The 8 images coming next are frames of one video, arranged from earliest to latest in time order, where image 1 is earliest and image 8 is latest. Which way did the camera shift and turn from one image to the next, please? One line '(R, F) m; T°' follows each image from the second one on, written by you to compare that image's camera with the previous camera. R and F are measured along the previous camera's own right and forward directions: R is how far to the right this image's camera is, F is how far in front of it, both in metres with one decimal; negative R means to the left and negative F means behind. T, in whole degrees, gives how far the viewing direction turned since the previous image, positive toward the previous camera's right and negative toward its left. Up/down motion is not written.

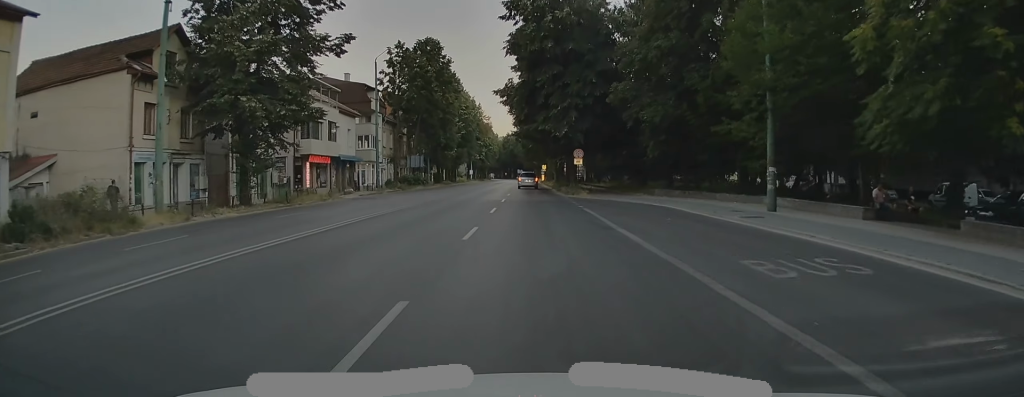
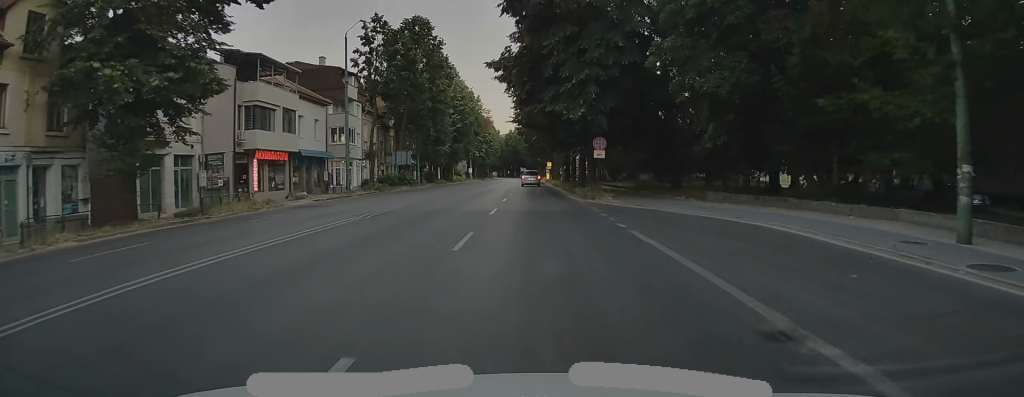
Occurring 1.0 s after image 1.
(0.0, +10.7) m; 0°
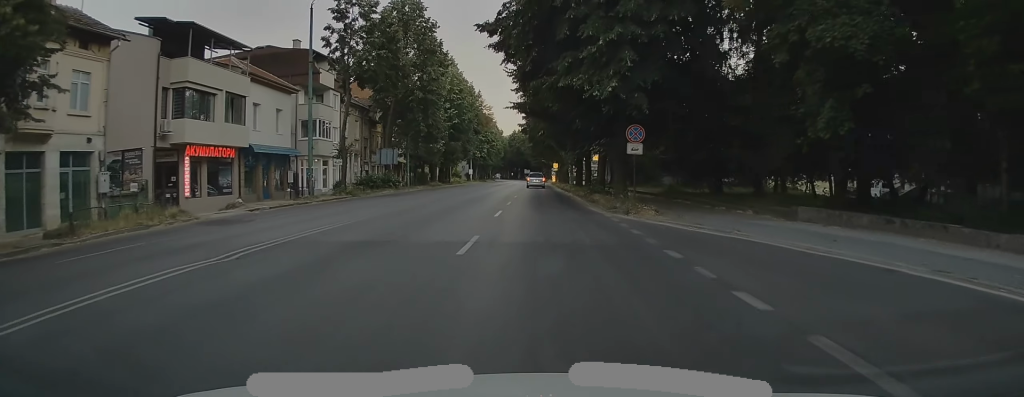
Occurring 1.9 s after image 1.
(0.0, +9.3) m; 0°
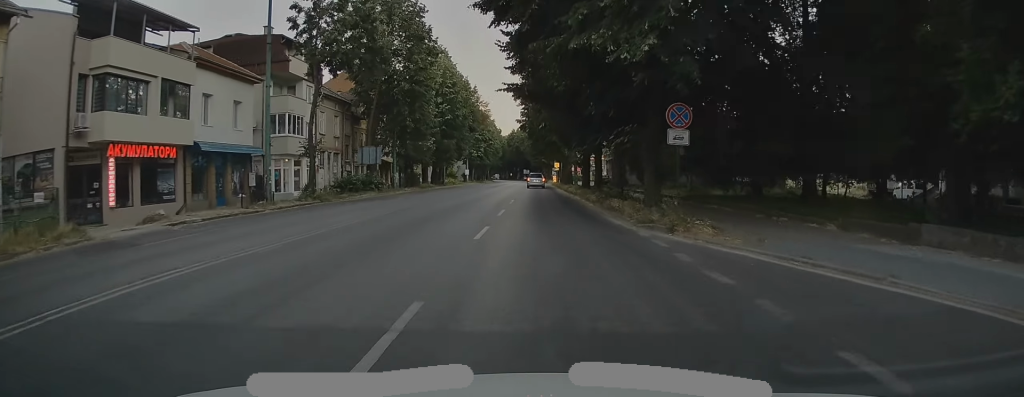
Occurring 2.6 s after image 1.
(0.0, +6.4) m; 0°
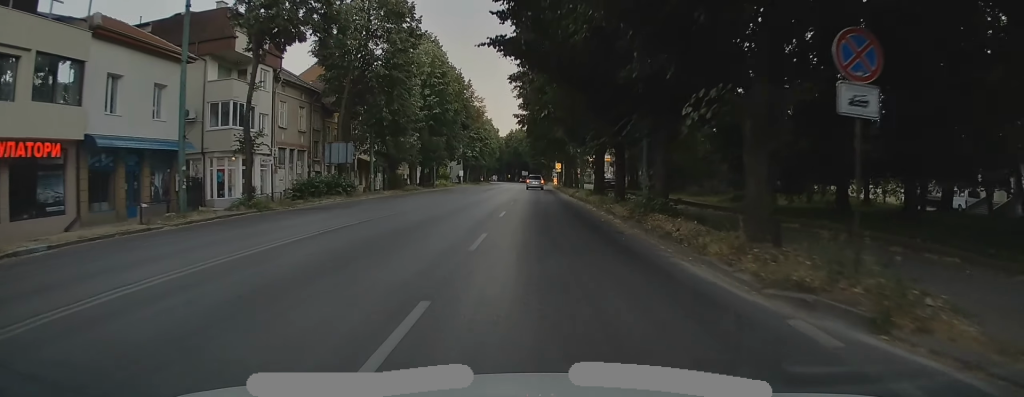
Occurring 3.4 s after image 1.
(0.0, +8.3) m; +1°
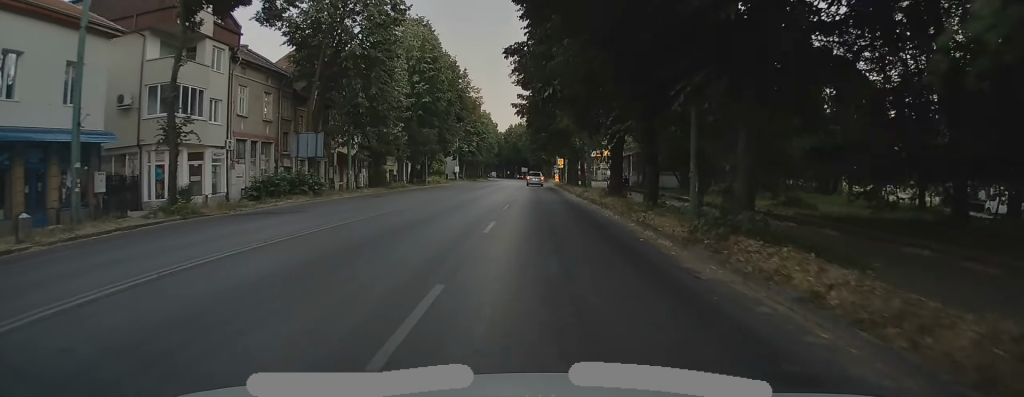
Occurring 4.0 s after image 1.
(+0.1, +6.5) m; 0°
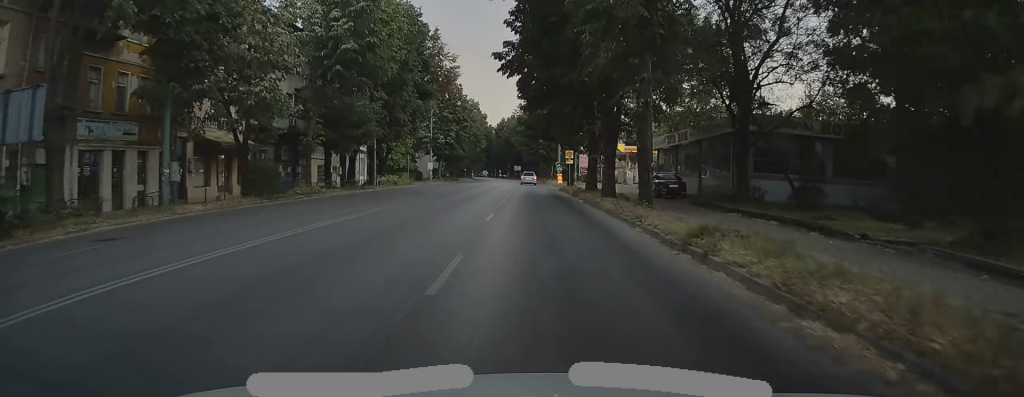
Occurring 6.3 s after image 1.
(-0.5, +24.4) m; -1°
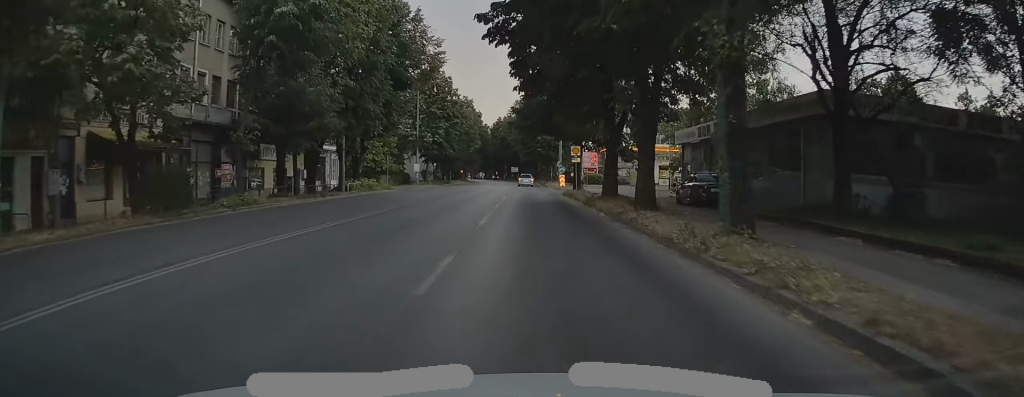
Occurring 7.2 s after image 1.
(+0.2, +8.9) m; 0°
